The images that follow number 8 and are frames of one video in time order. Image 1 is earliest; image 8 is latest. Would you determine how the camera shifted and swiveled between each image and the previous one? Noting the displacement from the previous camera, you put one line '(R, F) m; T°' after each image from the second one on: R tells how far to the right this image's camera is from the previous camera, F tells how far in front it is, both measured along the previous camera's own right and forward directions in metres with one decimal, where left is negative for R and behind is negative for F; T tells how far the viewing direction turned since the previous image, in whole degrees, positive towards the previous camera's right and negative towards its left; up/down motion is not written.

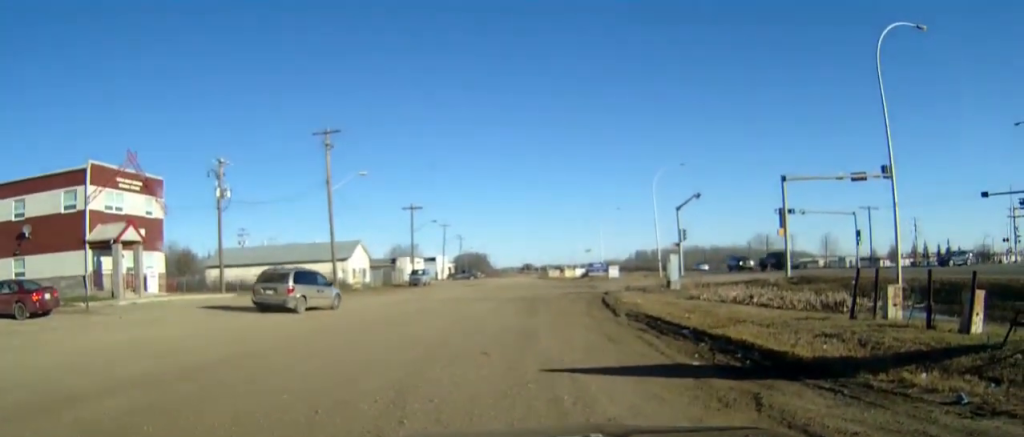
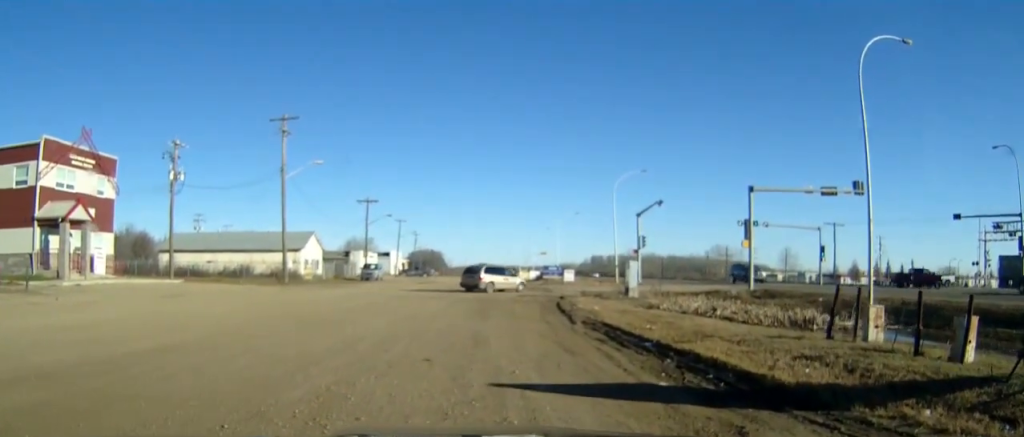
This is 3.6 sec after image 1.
(0.0, 0.0) m; 0°
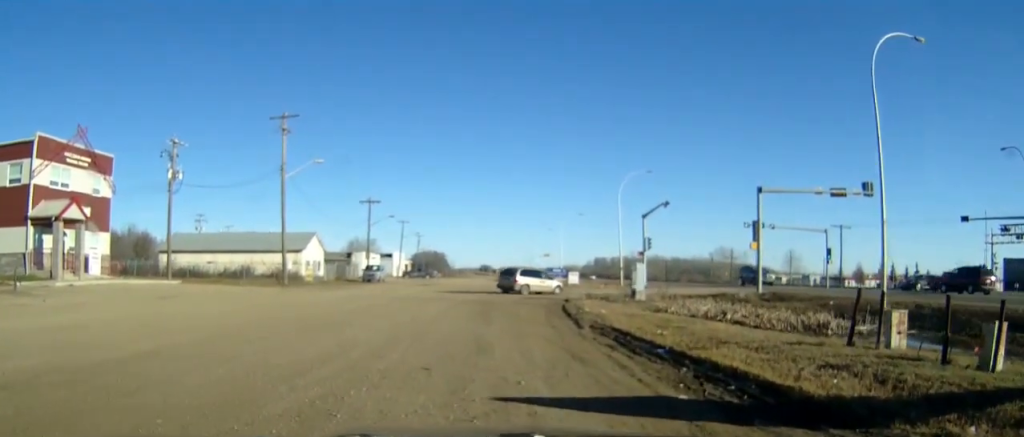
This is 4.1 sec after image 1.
(+0.1, +0.2) m; +2°
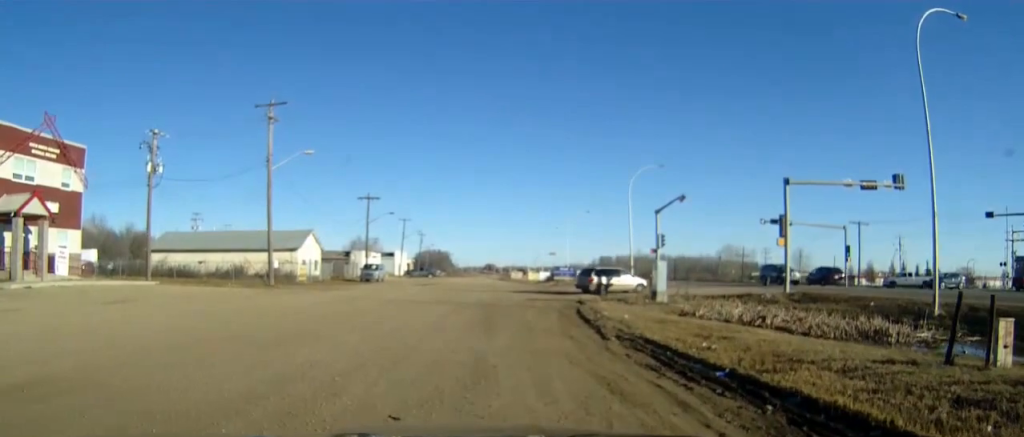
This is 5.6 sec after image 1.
(+0.3, +2.3) m; +5°
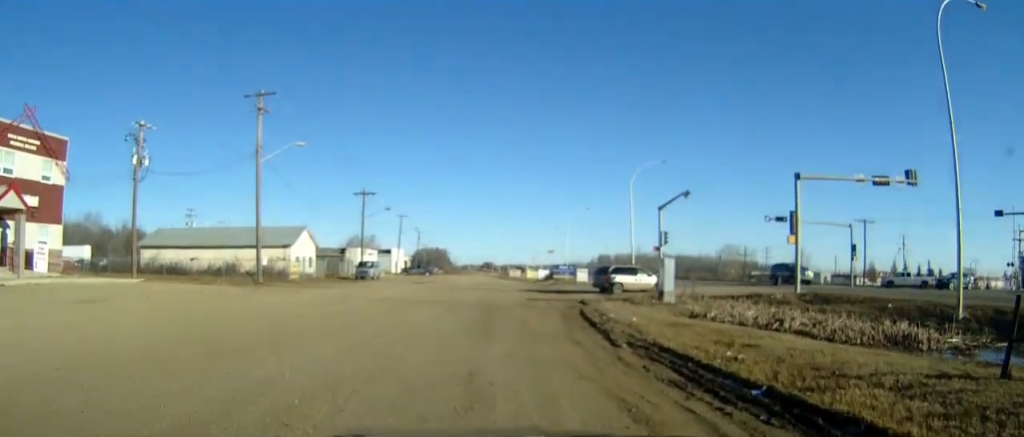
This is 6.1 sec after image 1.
(0.0, +1.4) m; -2°
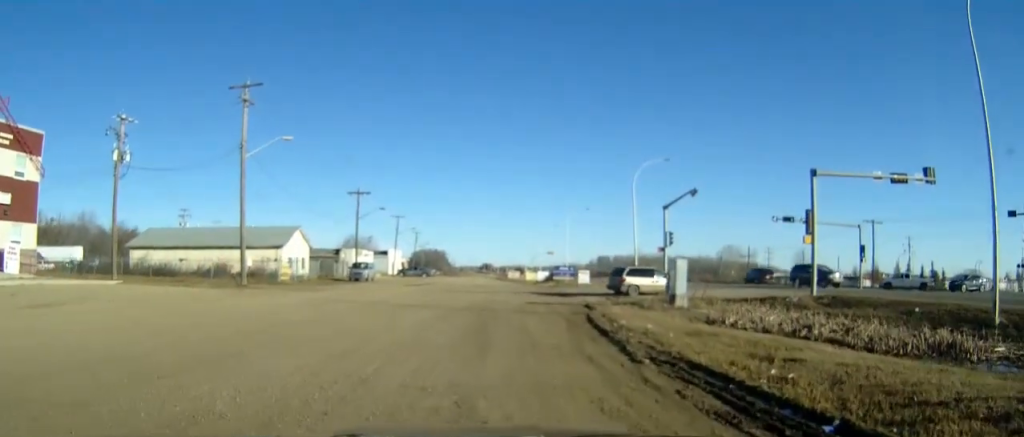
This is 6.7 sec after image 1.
(0.0, +2.0) m; -2°
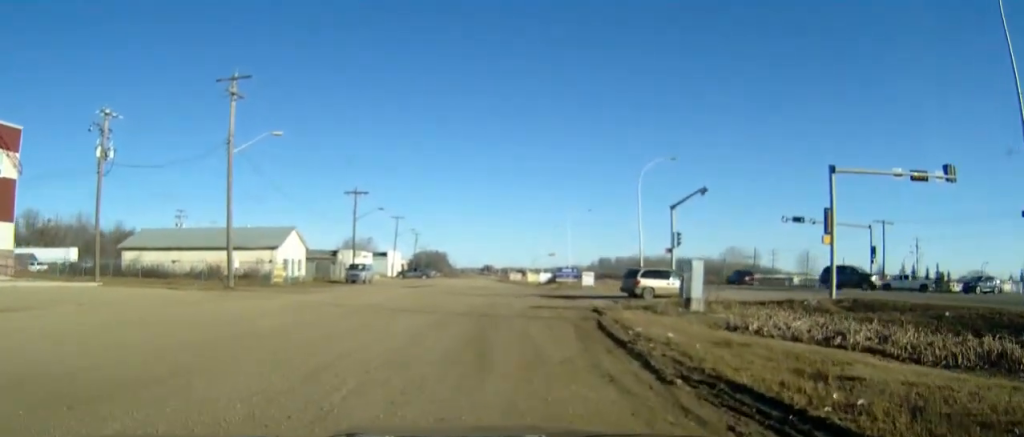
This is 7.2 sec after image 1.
(0.0, +1.9) m; -1°
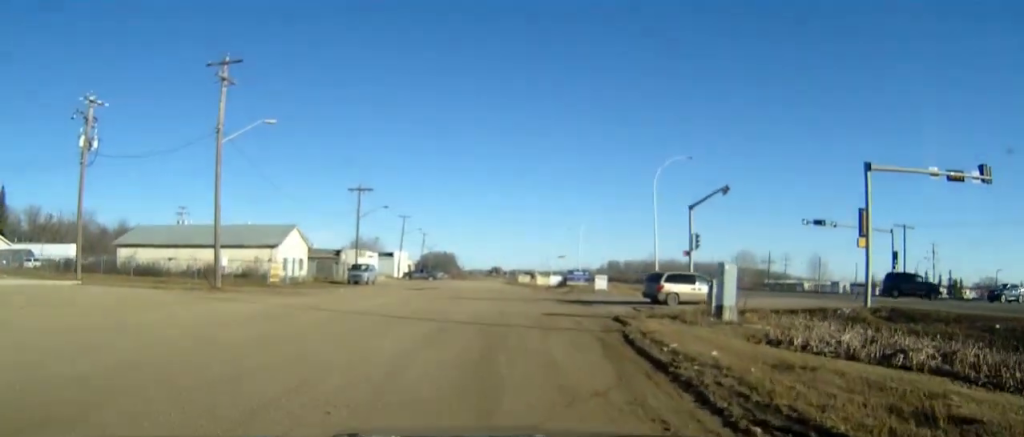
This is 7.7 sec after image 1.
(0.0, +2.6) m; -1°
